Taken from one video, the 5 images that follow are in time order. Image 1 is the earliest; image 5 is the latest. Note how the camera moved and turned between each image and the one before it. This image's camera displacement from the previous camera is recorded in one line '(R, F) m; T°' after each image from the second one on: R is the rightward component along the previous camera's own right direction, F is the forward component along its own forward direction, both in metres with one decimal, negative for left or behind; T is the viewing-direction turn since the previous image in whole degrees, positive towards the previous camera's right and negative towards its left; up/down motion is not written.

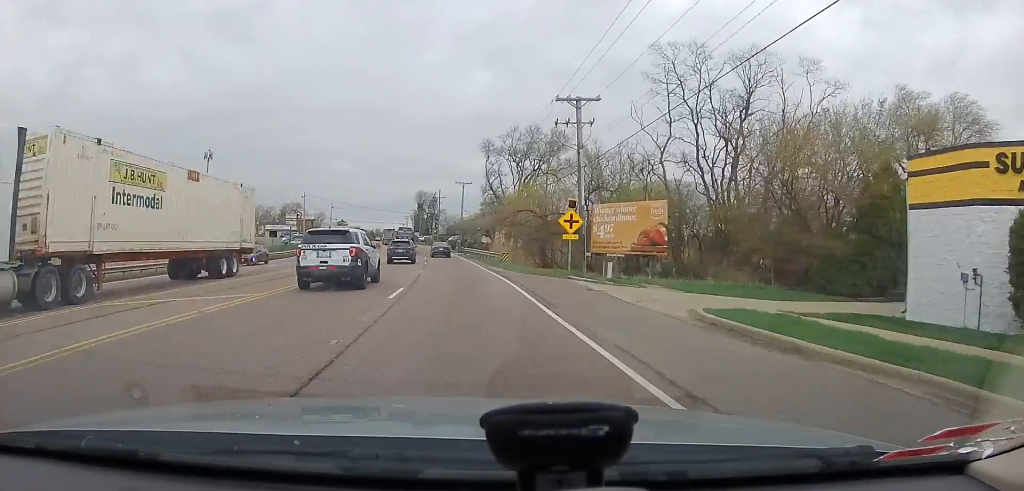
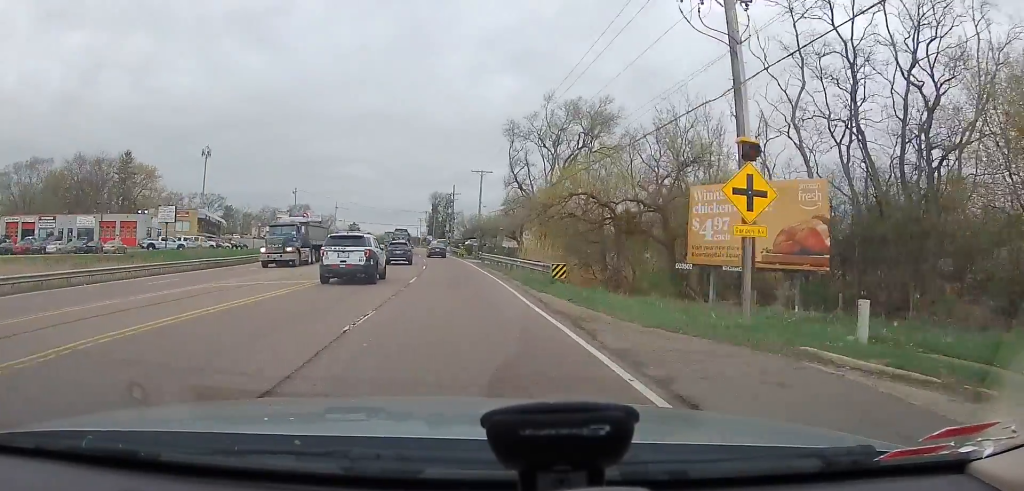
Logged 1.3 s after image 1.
(-0.1, +17.3) m; -2°
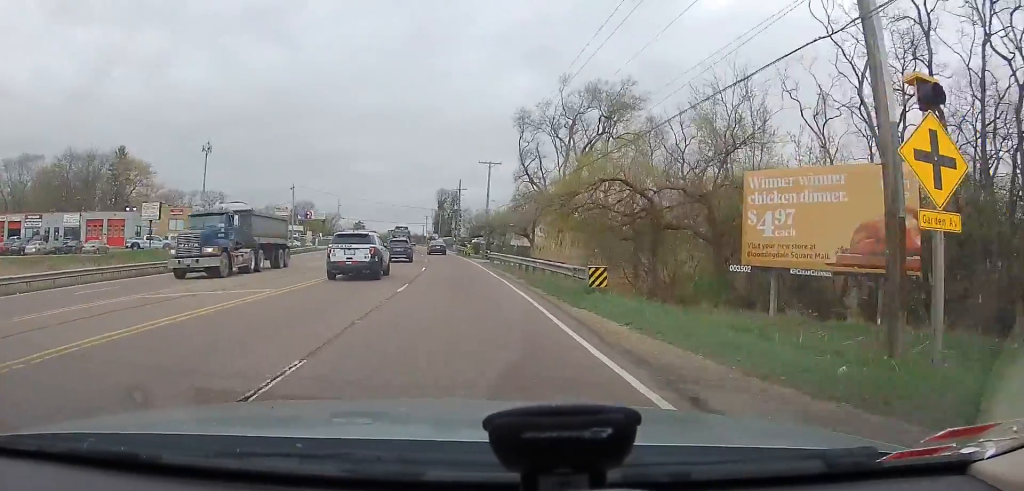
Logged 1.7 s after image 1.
(+0.1, +5.2) m; -1°
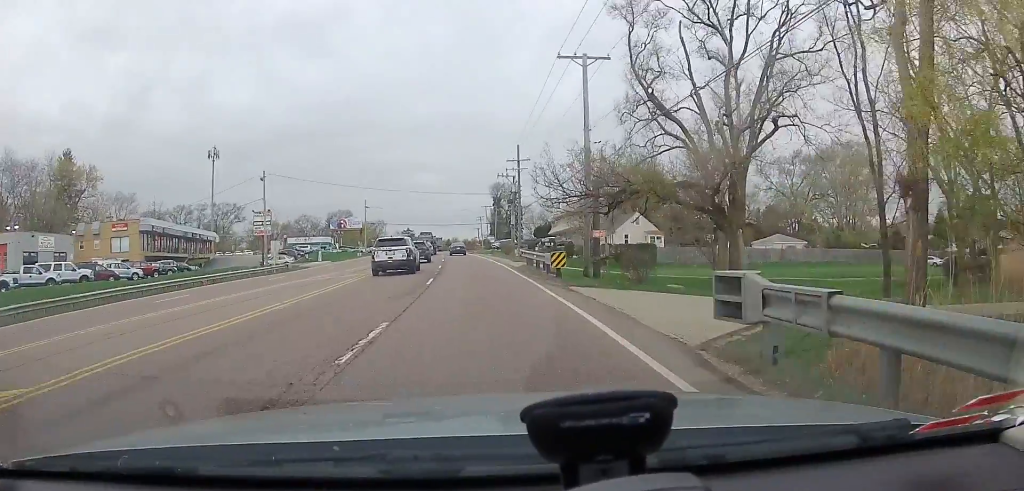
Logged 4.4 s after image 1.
(+0.4, +34.2) m; -1°
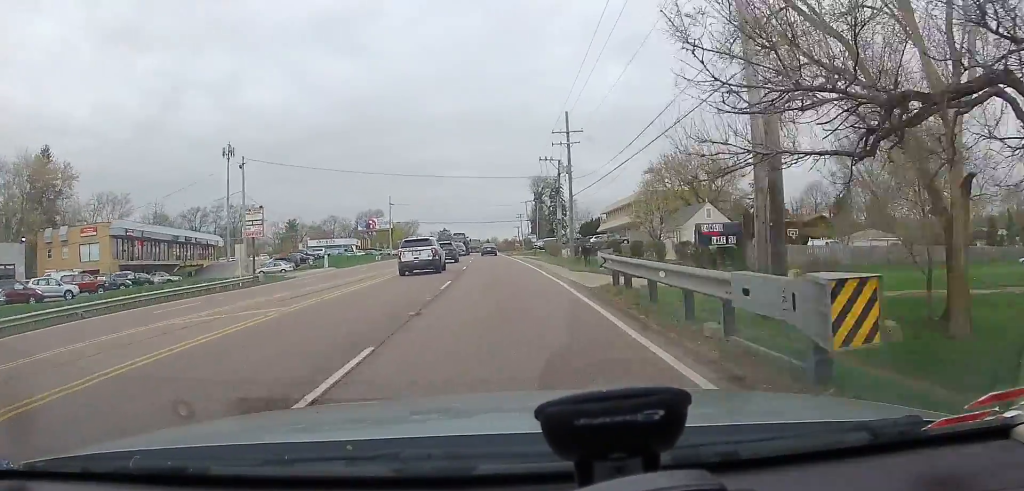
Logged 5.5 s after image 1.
(-0.8, +13.8) m; -5°
